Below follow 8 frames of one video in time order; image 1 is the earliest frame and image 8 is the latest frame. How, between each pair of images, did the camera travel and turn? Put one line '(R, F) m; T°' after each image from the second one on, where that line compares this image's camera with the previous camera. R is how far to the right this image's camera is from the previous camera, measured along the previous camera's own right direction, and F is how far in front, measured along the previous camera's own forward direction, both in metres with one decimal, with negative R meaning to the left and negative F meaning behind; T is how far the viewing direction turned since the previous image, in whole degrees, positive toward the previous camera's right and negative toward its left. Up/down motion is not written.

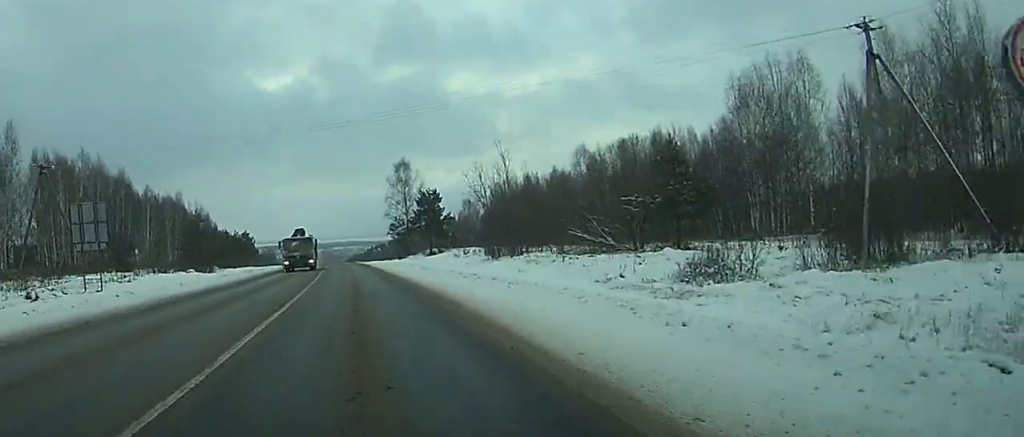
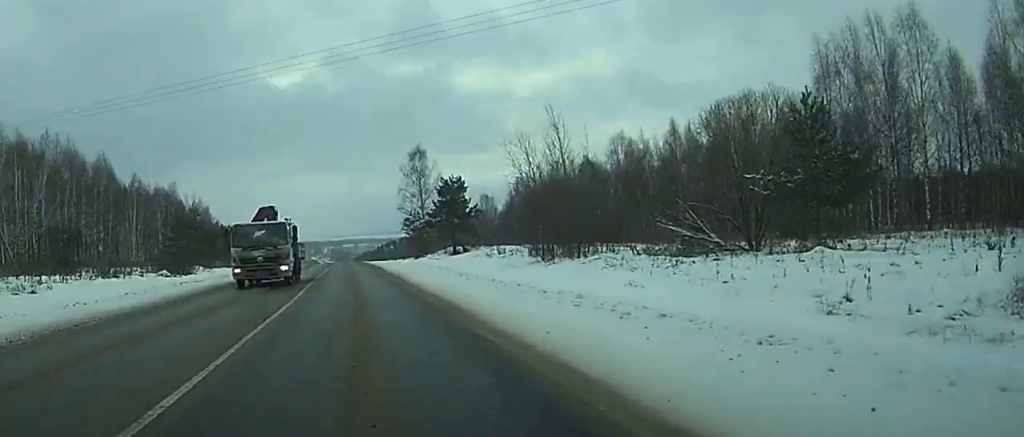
(0.0, +17.2) m; 0°
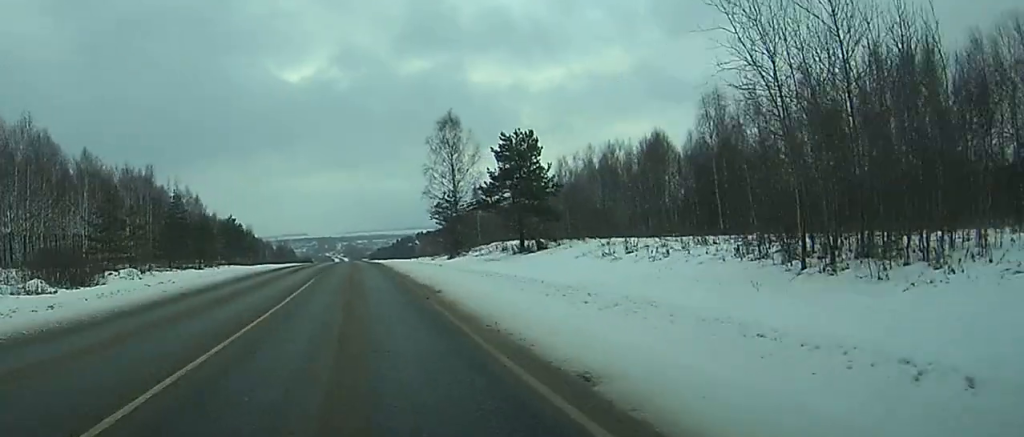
(-0.2, +33.4) m; -1°
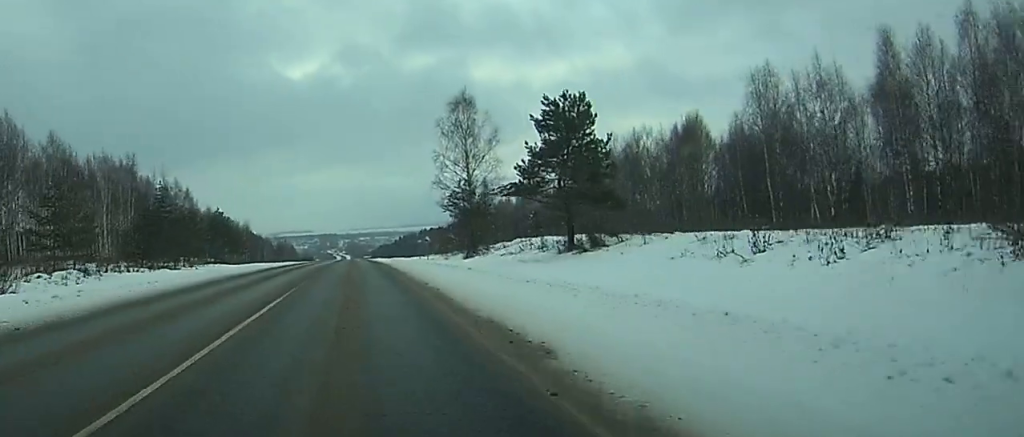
(0.0, +13.8) m; 0°
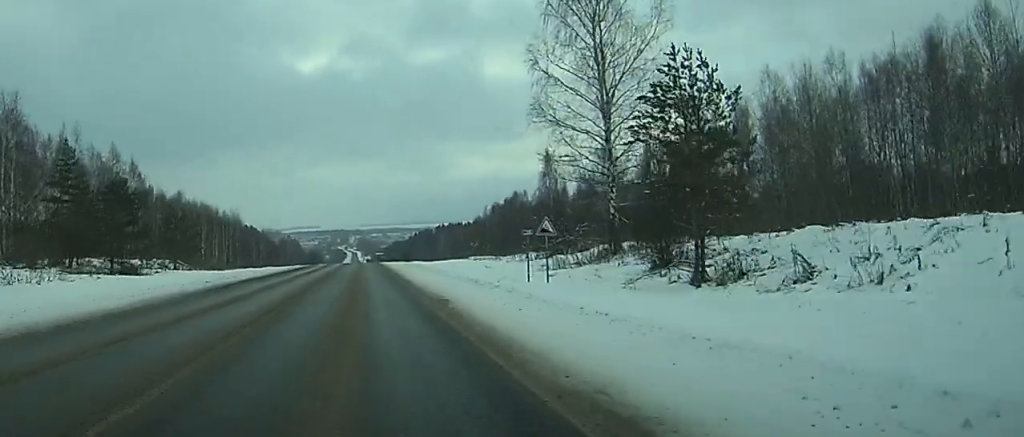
(-0.4, +54.8) m; -1°
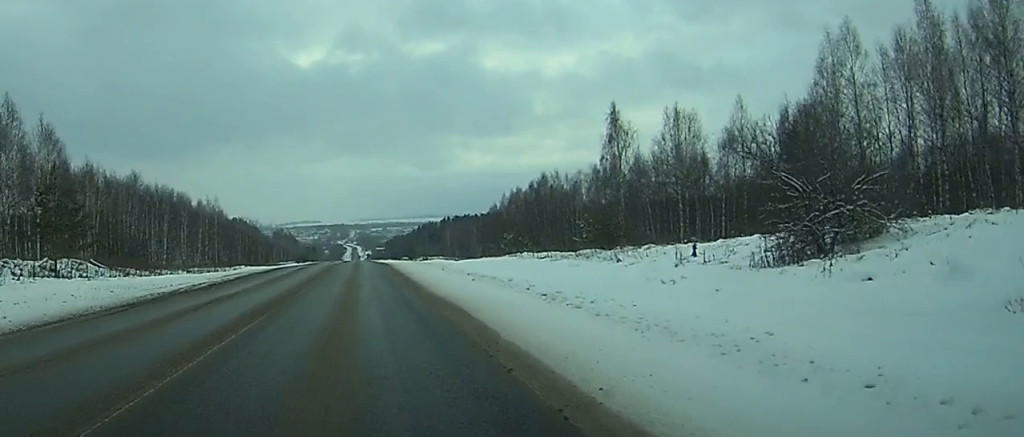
(-0.2, +38.2) m; -1°
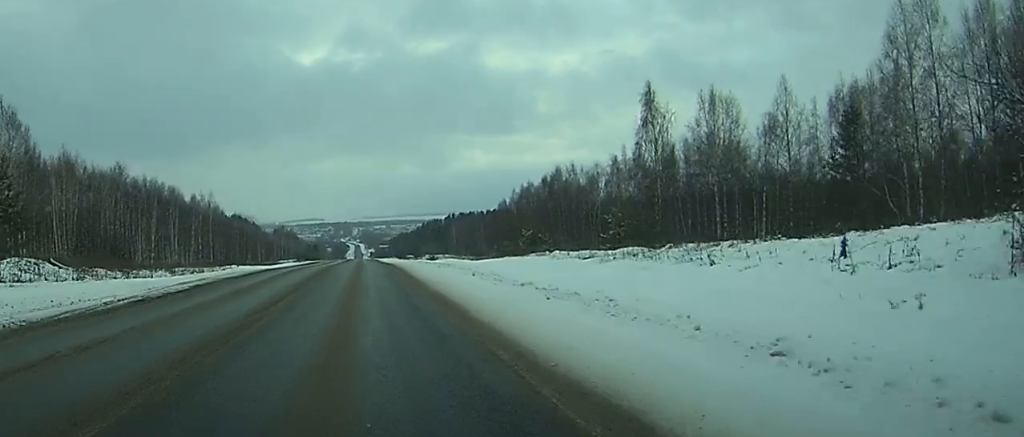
(0.0, +11.8) m; 0°
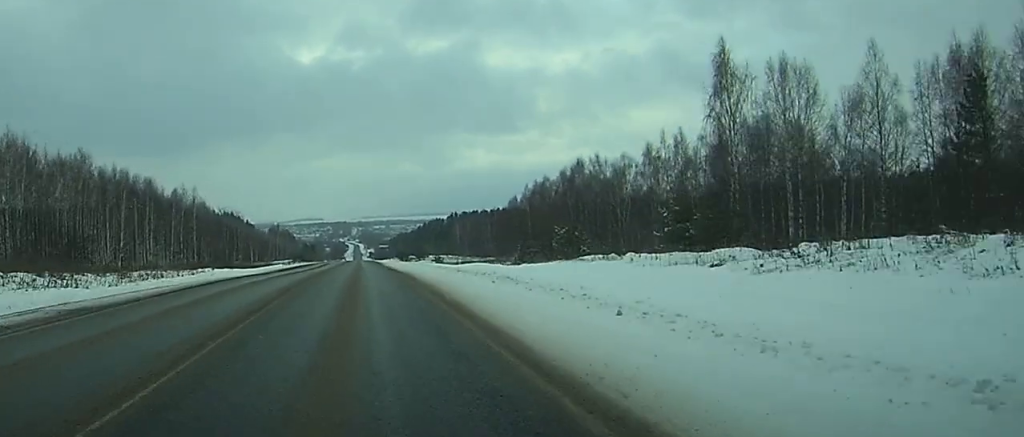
(0.0, +19.5) m; 0°
